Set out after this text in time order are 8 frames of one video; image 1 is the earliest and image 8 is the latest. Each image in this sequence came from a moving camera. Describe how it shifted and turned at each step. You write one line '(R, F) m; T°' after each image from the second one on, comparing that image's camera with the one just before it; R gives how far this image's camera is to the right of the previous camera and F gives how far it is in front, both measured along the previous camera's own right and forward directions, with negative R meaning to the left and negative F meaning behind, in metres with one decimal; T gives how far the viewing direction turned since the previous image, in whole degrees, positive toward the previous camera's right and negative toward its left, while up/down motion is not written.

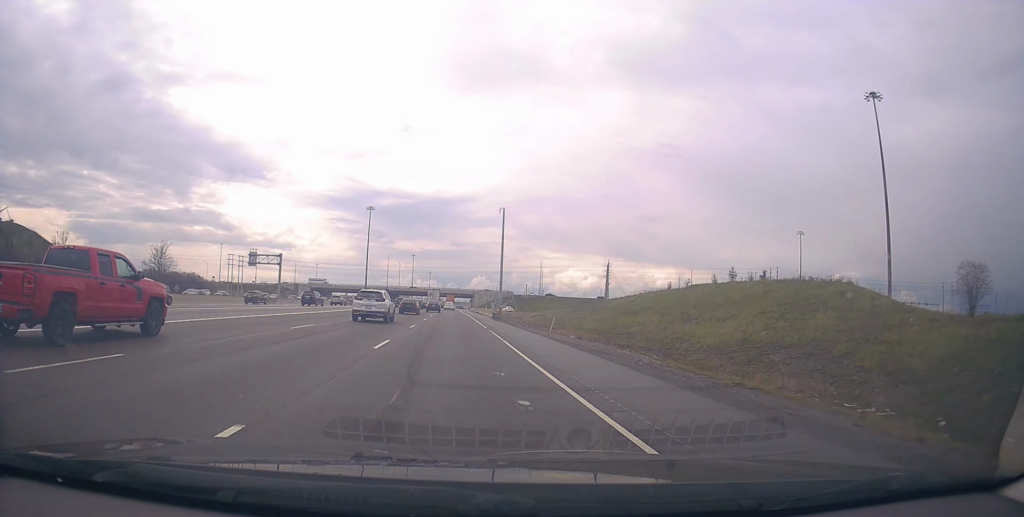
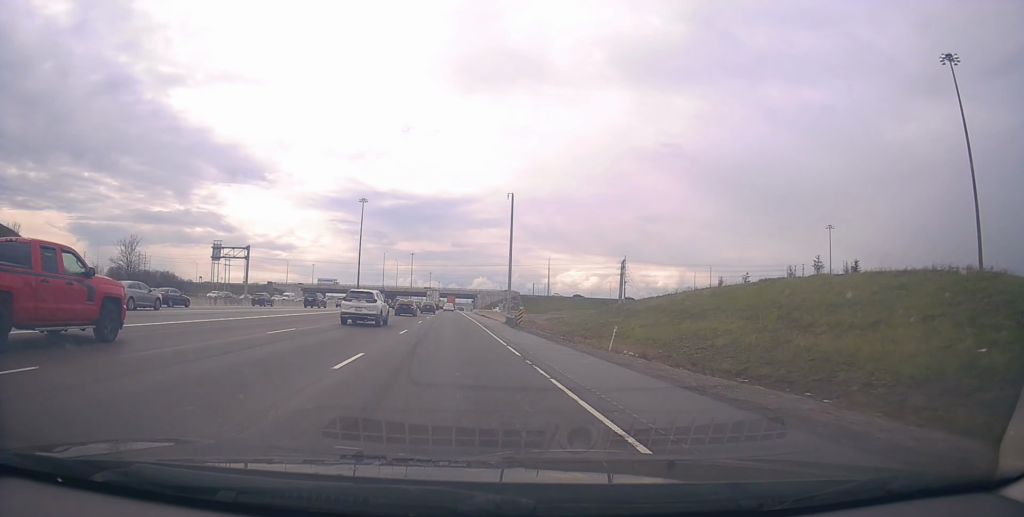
(+0.1, +16.2) m; 0°
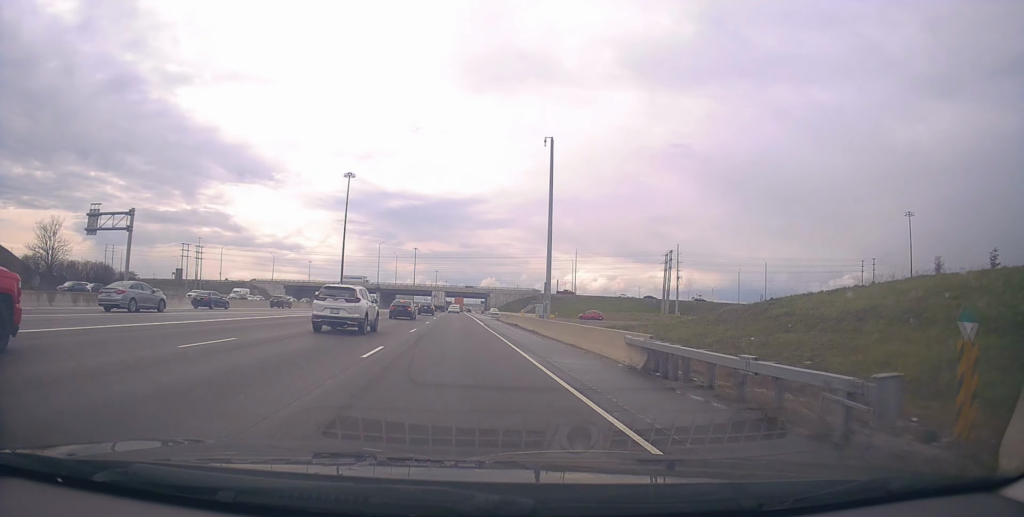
(+0.1, +33.6) m; -1°
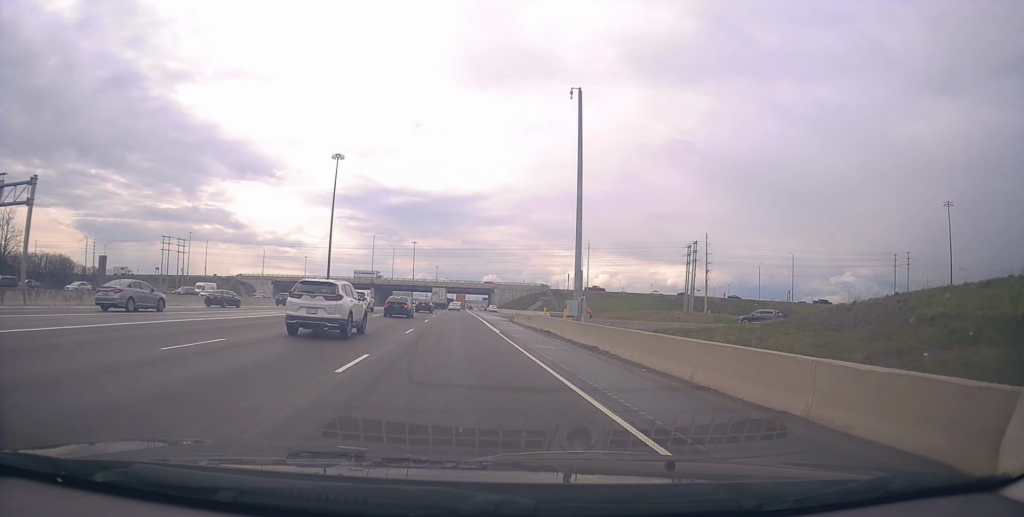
(+0.1, +14.1) m; -1°
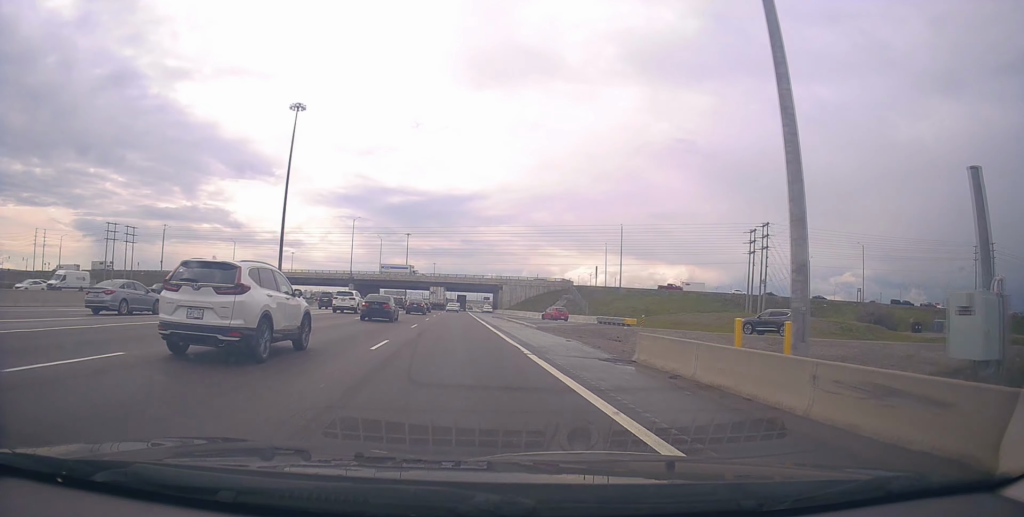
(-0.8, +32.0) m; 0°
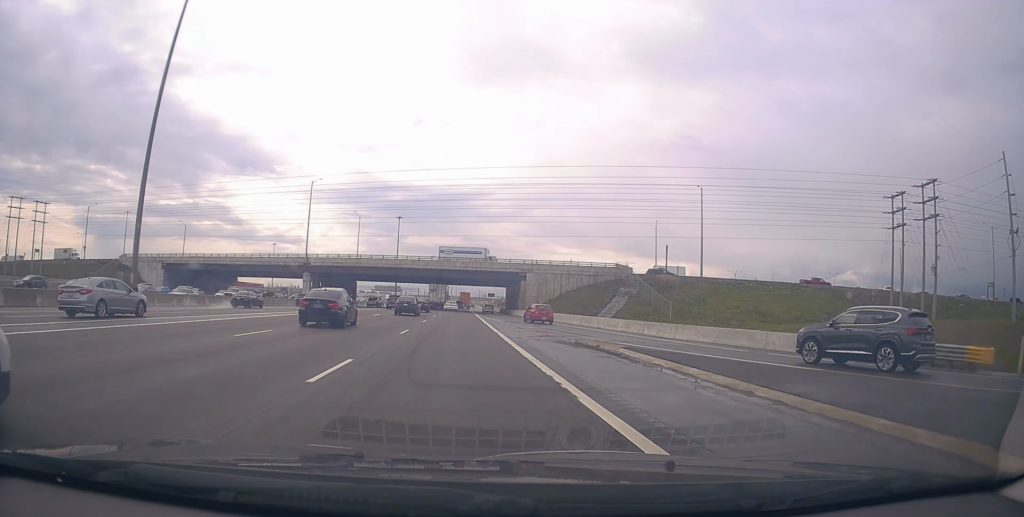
(+1.5, +41.3) m; +1°
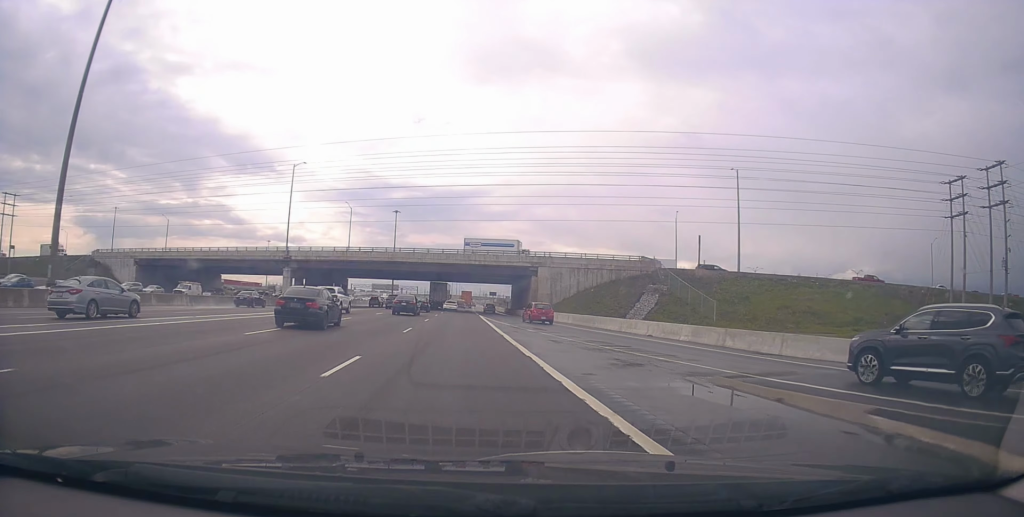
(-0.1, +11.5) m; 0°
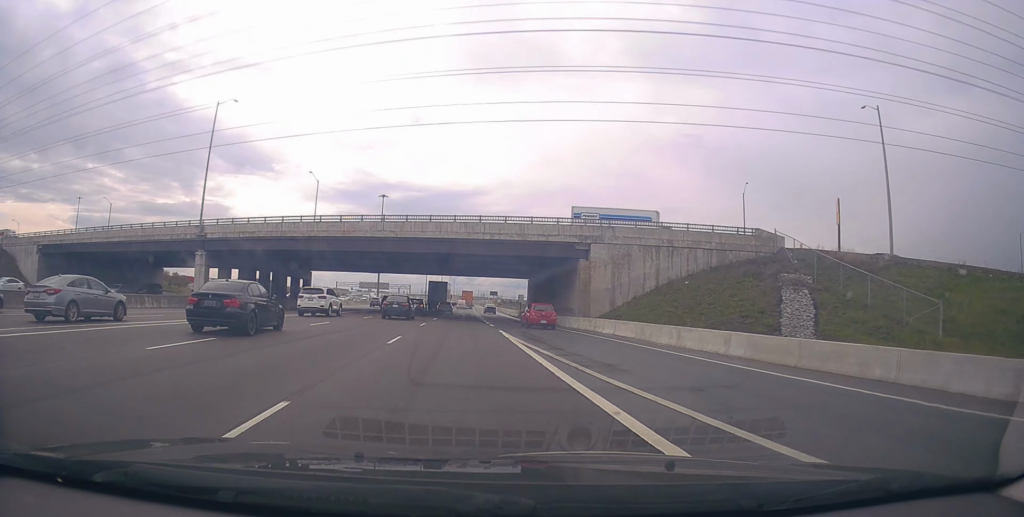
(-0.6, +29.4) m; 0°
